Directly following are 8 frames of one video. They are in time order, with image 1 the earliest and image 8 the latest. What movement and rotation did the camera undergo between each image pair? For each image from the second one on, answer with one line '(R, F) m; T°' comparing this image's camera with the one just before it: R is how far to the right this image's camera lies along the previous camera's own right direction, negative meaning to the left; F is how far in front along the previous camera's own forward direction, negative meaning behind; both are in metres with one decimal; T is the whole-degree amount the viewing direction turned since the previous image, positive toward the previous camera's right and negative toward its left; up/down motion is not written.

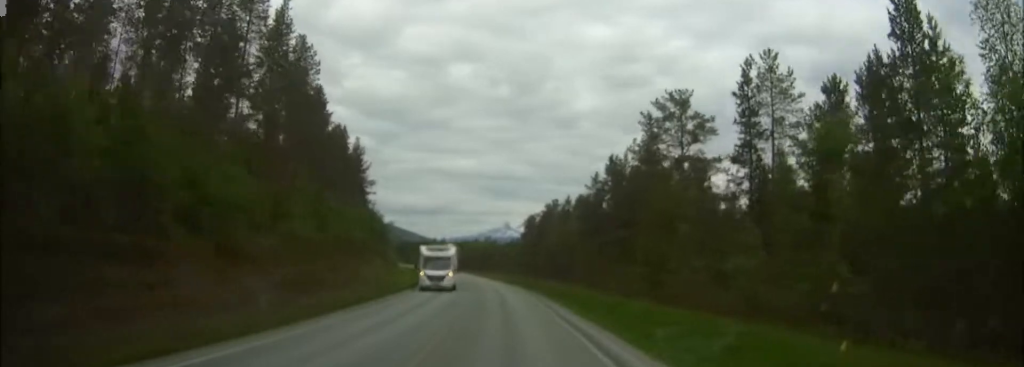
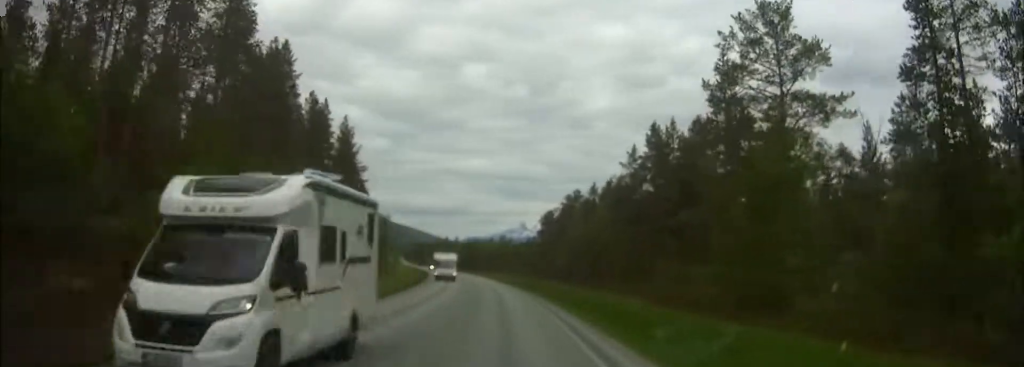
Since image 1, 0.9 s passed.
(-0.2, +17.1) m; -1°
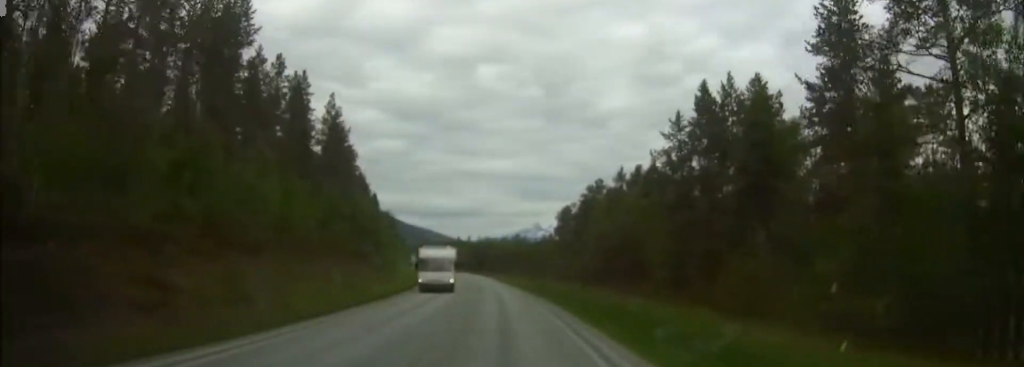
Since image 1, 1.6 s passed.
(-0.1, +13.4) m; -1°
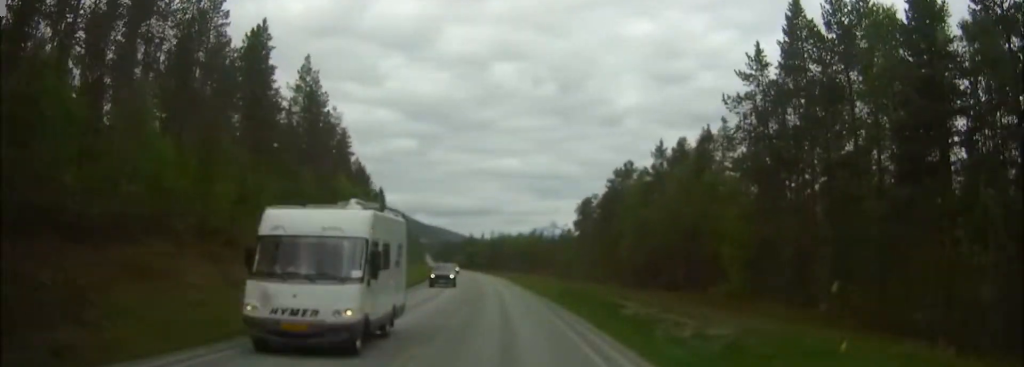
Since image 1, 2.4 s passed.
(-0.1, +15.4) m; -1°
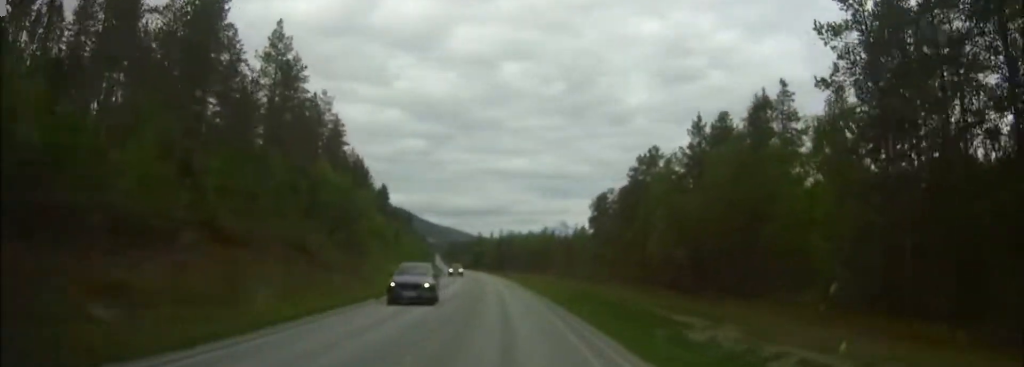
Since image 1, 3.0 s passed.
(-0.1, +11.0) m; -1°
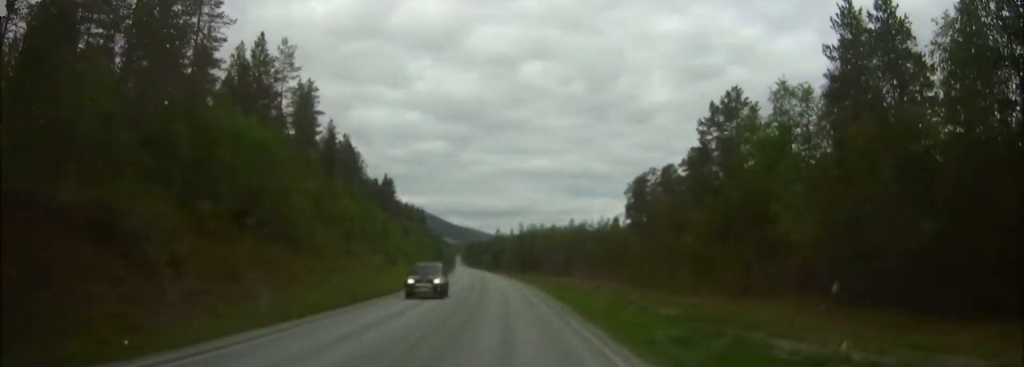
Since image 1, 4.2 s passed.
(-0.3, +24.0) m; -2°
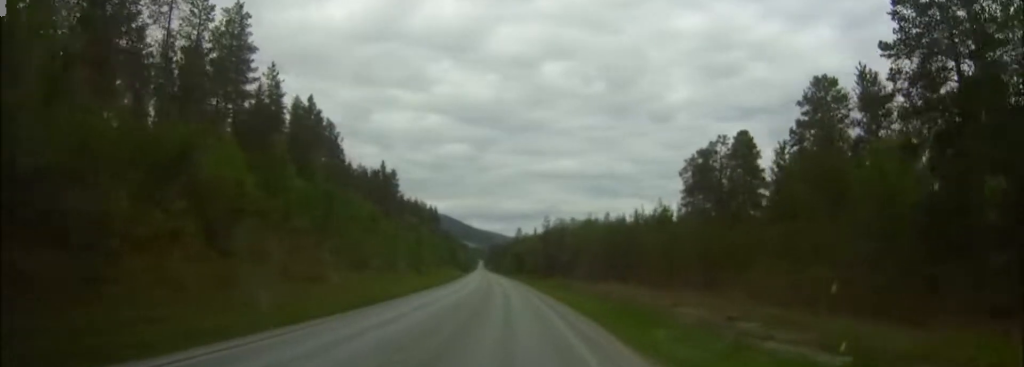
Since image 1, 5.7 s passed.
(-0.5, +29.8) m; -2°
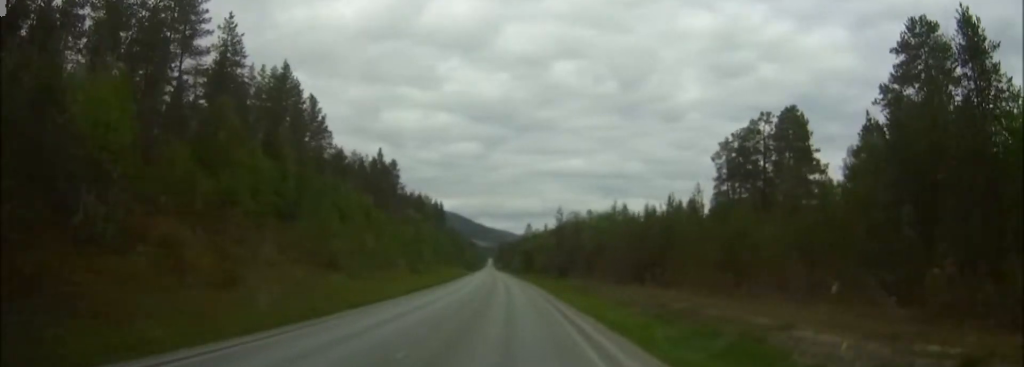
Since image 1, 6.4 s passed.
(0.0, +12.9) m; -1°
